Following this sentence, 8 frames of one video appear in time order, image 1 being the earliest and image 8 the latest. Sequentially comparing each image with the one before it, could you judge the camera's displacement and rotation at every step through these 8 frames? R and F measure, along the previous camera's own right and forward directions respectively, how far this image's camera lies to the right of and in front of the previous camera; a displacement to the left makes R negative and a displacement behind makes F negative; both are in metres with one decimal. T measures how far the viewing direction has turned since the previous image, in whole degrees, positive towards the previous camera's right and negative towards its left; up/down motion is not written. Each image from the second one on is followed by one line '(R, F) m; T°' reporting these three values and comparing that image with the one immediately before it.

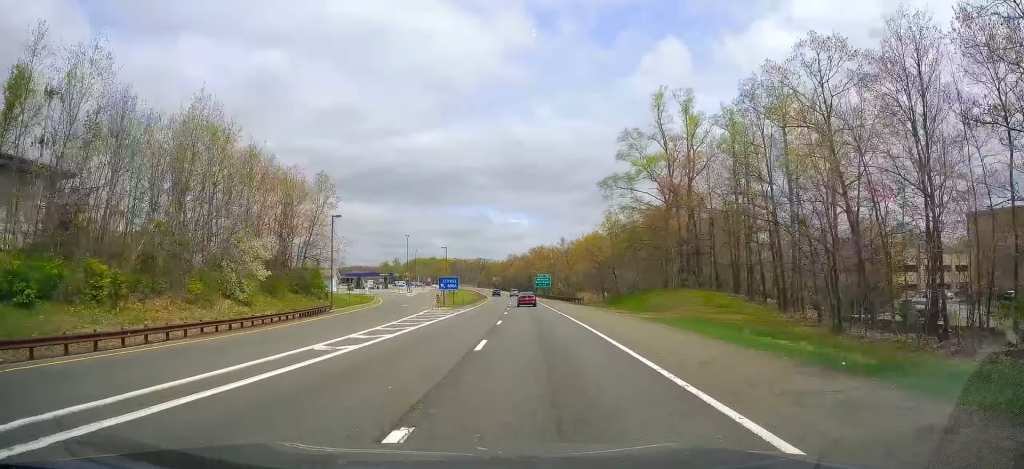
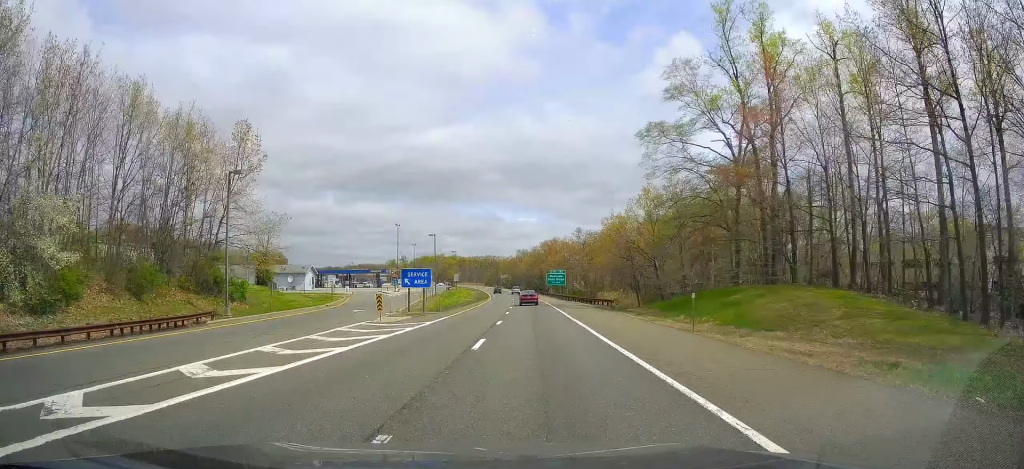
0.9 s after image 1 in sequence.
(-0.2, +24.3) m; -1°
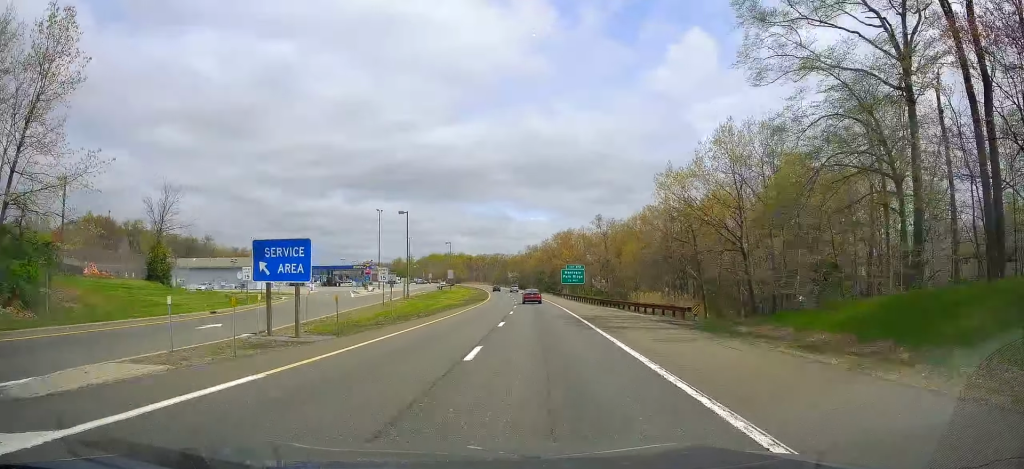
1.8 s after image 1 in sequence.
(0.0, +26.3) m; 0°
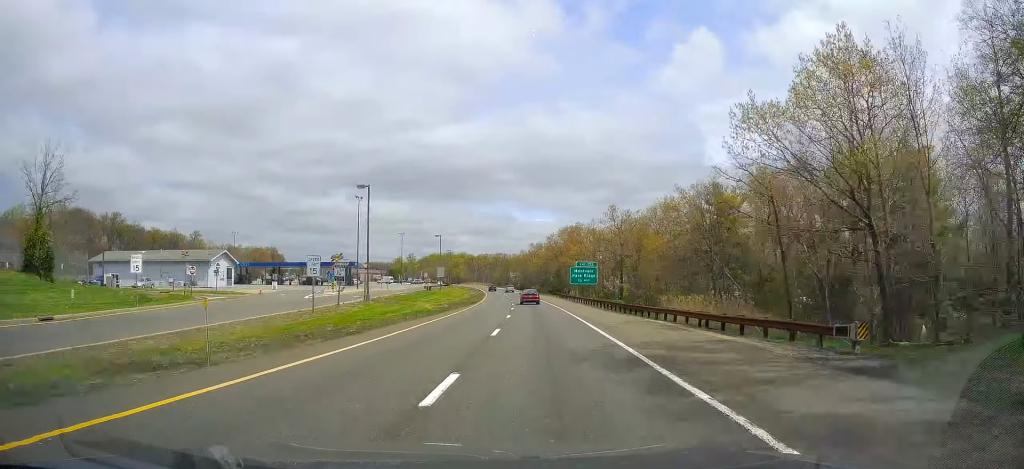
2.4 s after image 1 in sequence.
(0.0, +17.0) m; 0°
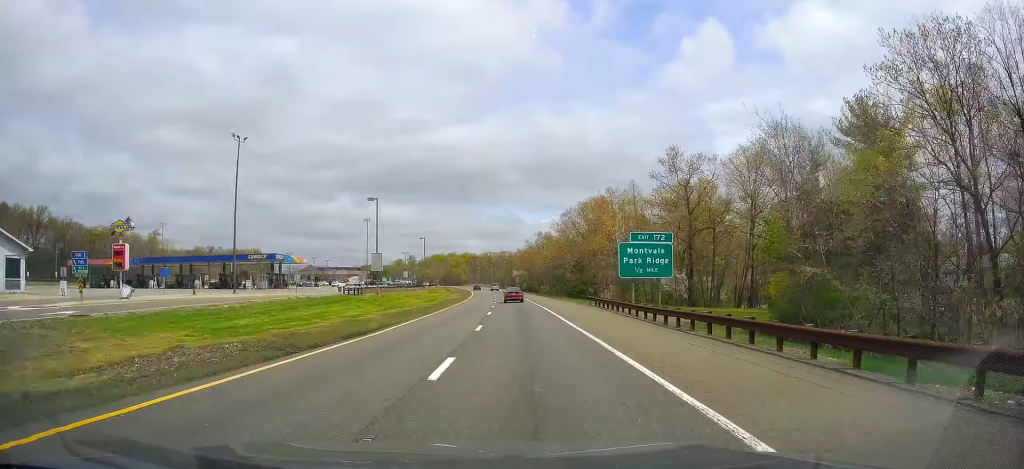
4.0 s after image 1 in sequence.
(-0.3, +46.5) m; -1°
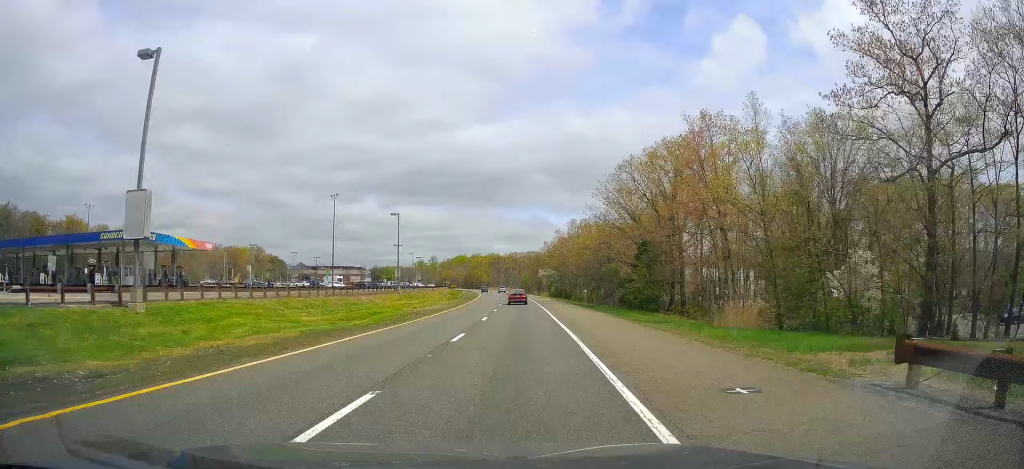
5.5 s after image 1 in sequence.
(-0.2, +41.0) m; -1°
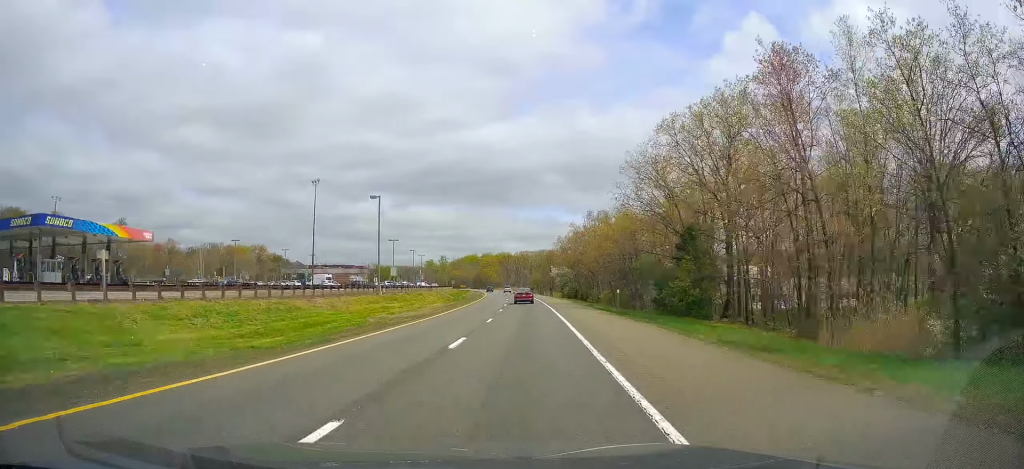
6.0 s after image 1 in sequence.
(+0.1, +14.3) m; -1°
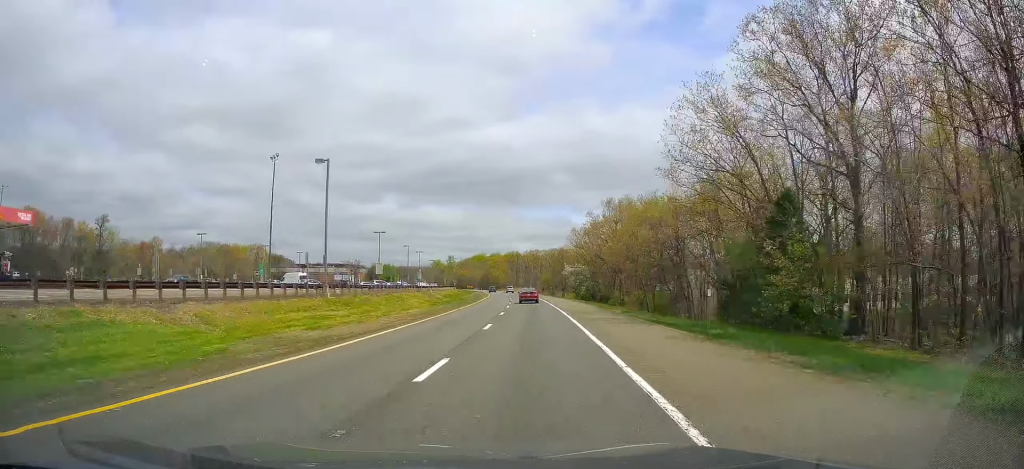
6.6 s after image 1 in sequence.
(-0.1, +18.0) m; -2°
